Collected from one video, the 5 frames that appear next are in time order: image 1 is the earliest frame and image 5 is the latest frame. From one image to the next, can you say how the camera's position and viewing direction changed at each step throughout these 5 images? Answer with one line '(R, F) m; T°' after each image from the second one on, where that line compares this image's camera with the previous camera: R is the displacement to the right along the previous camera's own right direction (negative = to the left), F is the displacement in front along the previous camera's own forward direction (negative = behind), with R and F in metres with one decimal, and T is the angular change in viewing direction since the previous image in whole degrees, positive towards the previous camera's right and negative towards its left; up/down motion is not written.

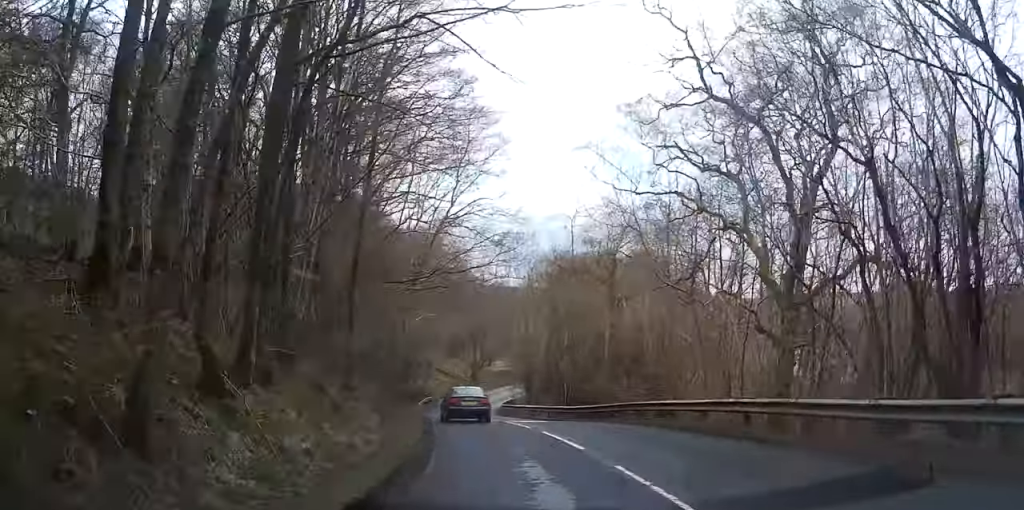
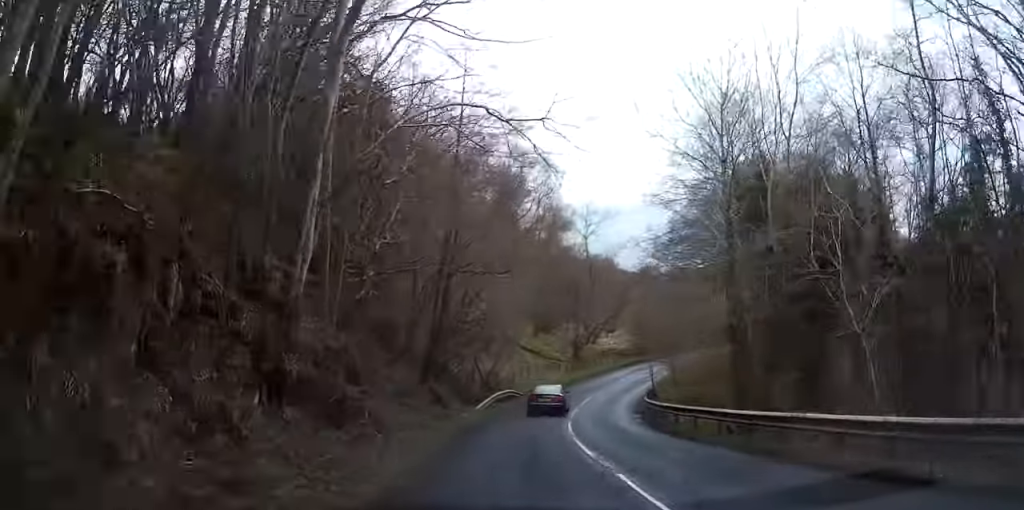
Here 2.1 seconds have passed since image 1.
(-2.4, +35.3) m; -4°
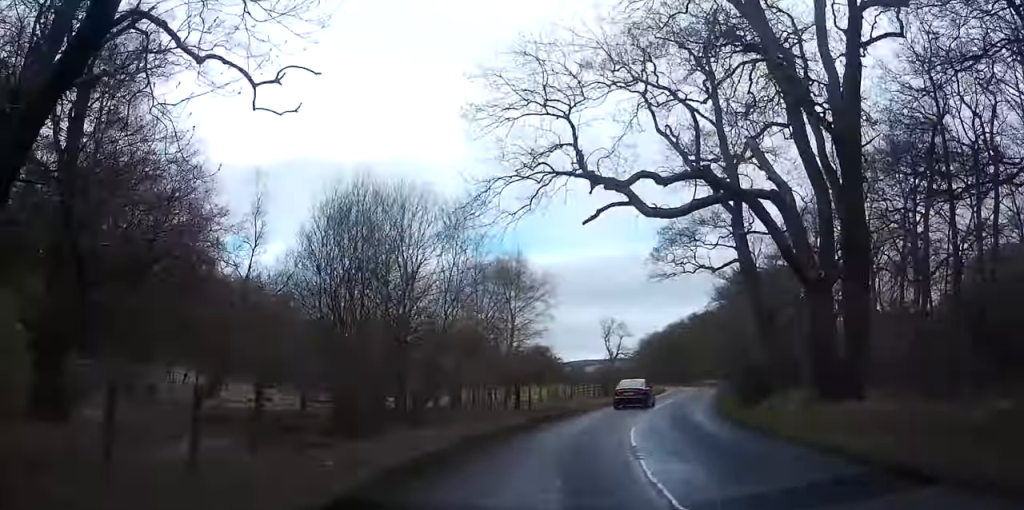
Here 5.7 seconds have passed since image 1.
(+7.0, +68.5) m; +20°
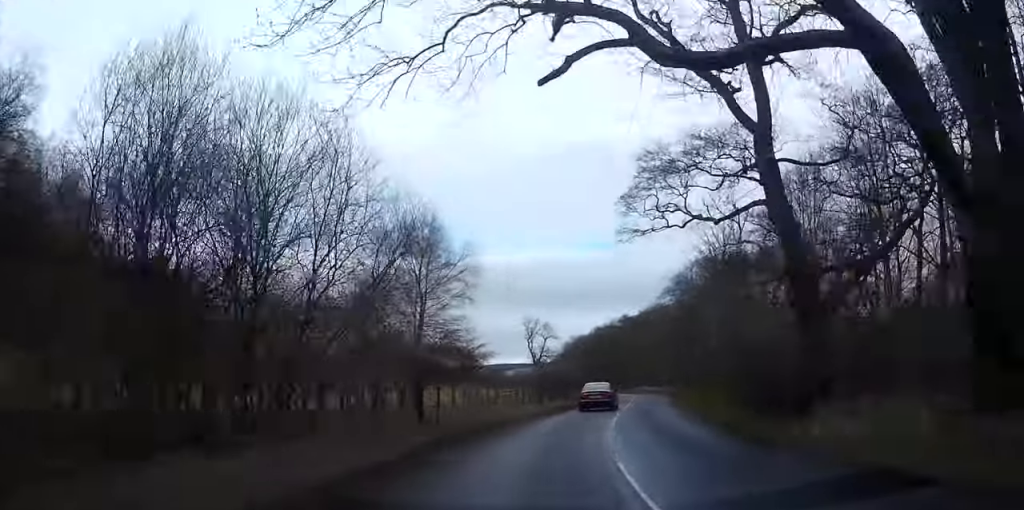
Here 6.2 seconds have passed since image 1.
(+0.5, +9.8) m; +6°
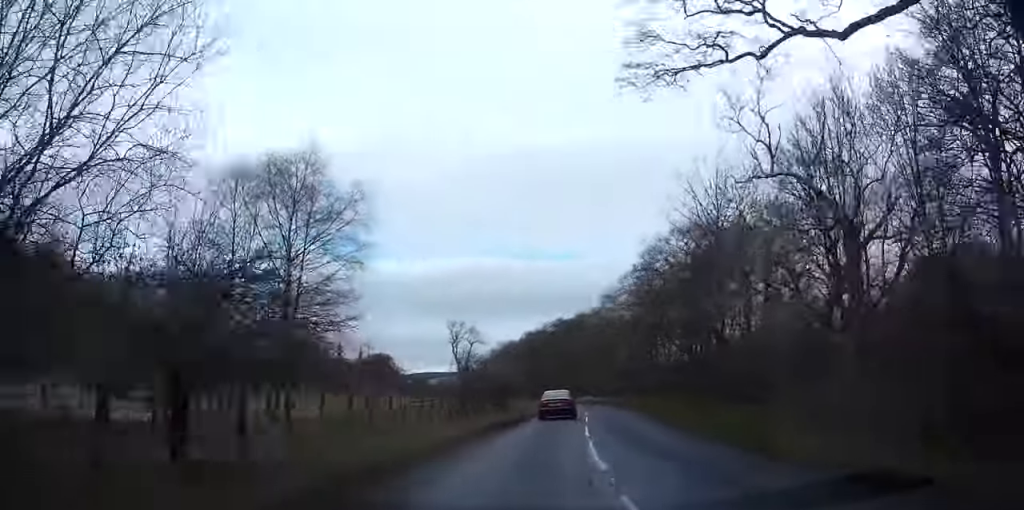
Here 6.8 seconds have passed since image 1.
(+0.9, +12.1) m; +5°
